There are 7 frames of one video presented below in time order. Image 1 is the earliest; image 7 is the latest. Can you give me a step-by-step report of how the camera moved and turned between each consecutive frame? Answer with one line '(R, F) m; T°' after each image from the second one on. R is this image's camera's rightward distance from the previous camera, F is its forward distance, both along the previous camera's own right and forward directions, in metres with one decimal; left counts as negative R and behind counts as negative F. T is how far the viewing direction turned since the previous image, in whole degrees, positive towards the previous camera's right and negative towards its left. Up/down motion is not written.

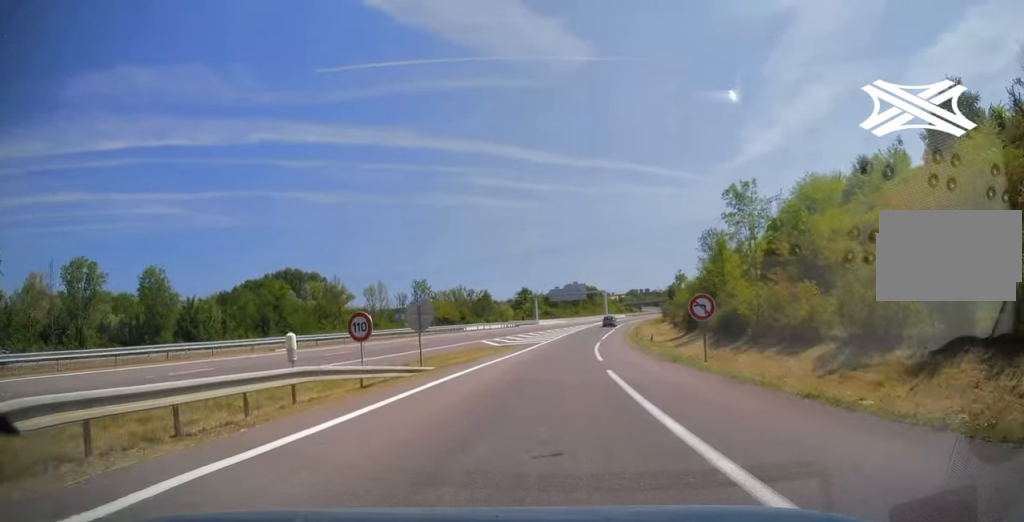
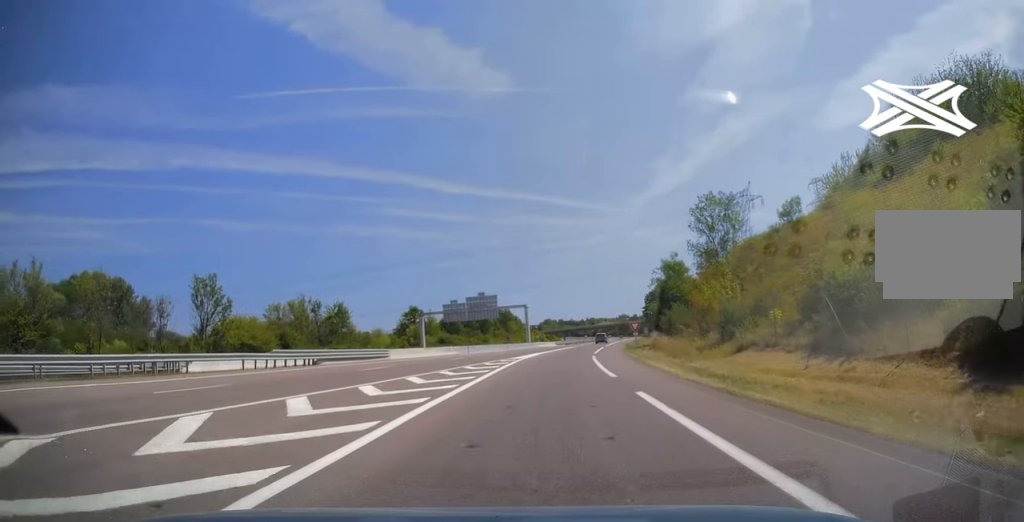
(+4.2, +58.5) m; +8°
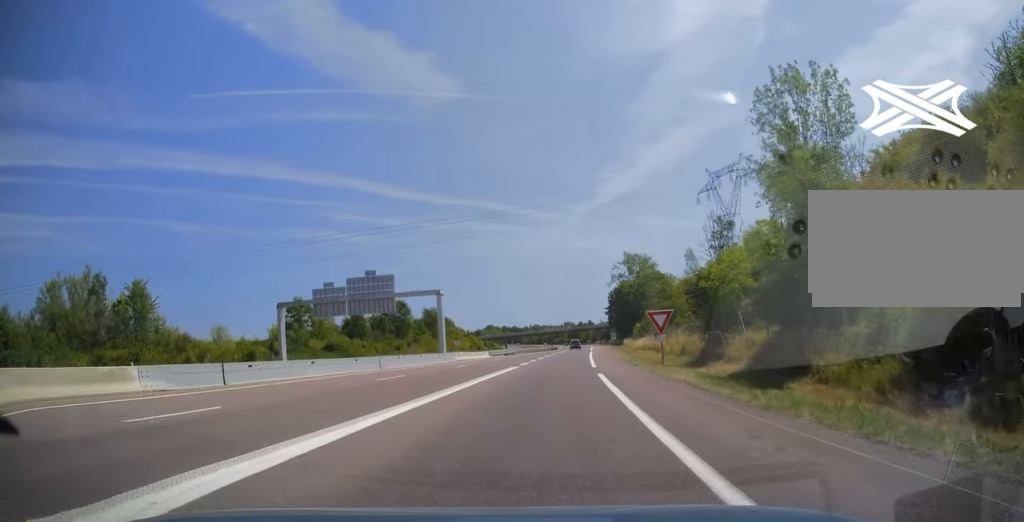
(+2.1, +42.5) m; +6°
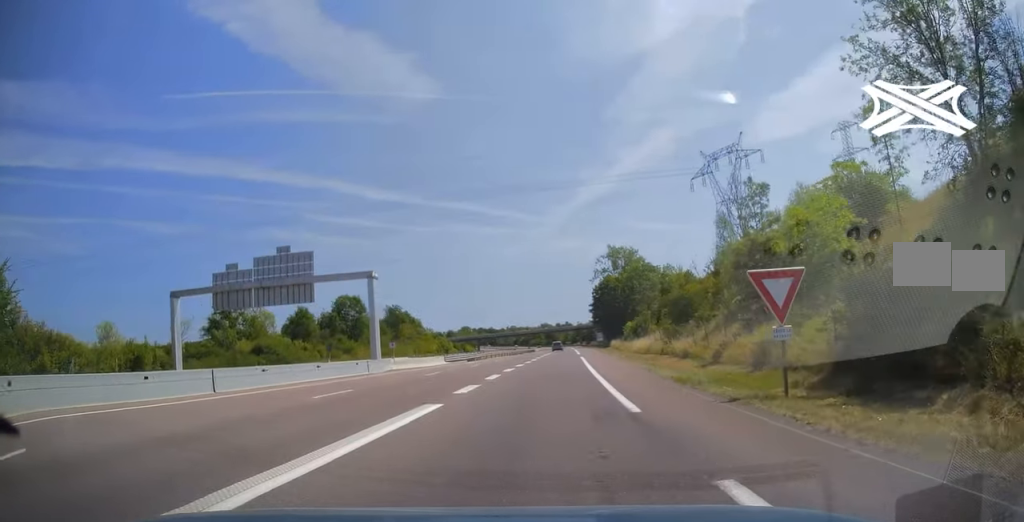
(+0.4, +19.1) m; +1°
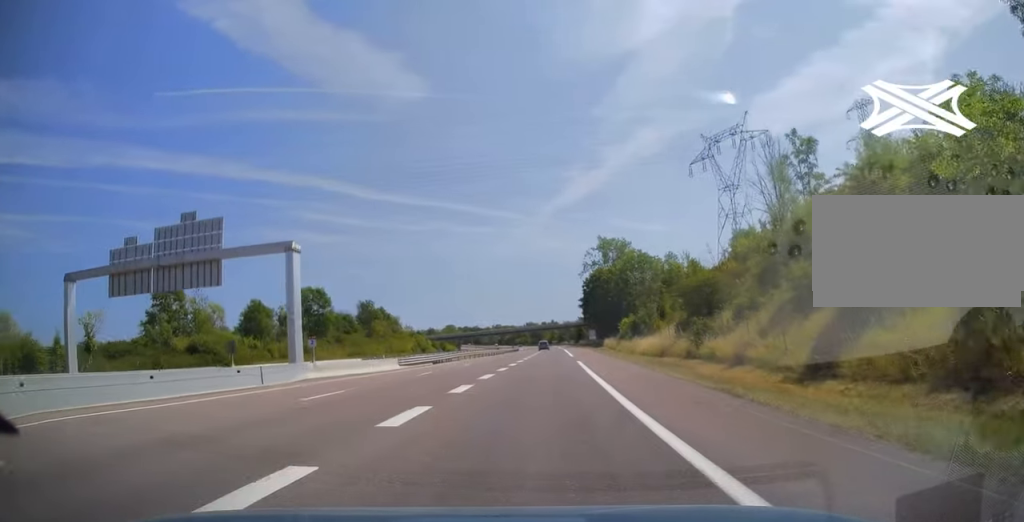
(+0.1, +13.6) m; +1°
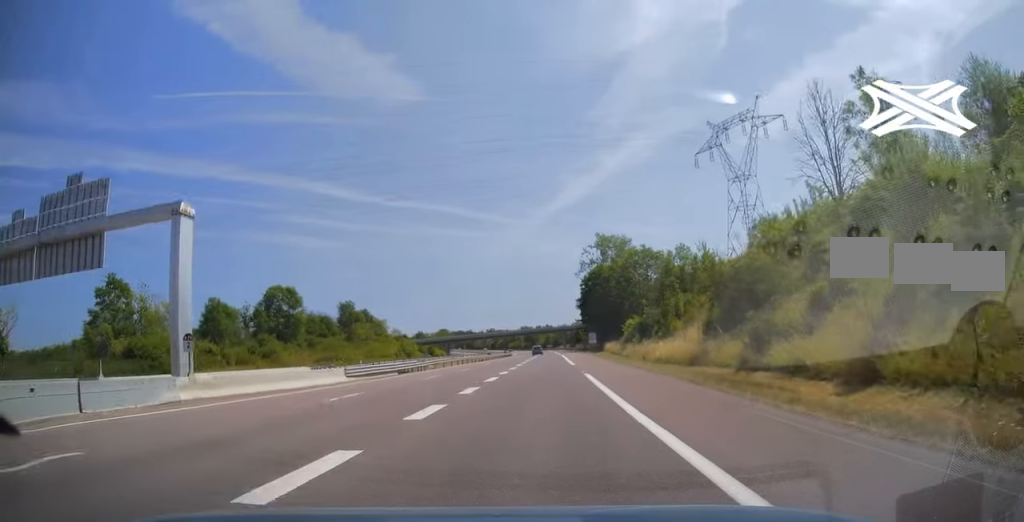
(0.0, +11.7) m; 0°
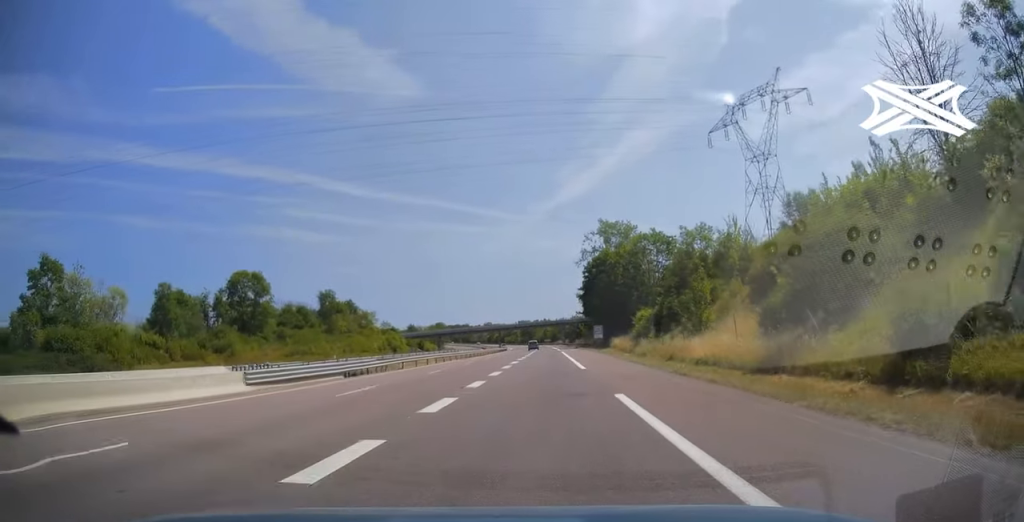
(-0.1, +12.2) m; 0°
